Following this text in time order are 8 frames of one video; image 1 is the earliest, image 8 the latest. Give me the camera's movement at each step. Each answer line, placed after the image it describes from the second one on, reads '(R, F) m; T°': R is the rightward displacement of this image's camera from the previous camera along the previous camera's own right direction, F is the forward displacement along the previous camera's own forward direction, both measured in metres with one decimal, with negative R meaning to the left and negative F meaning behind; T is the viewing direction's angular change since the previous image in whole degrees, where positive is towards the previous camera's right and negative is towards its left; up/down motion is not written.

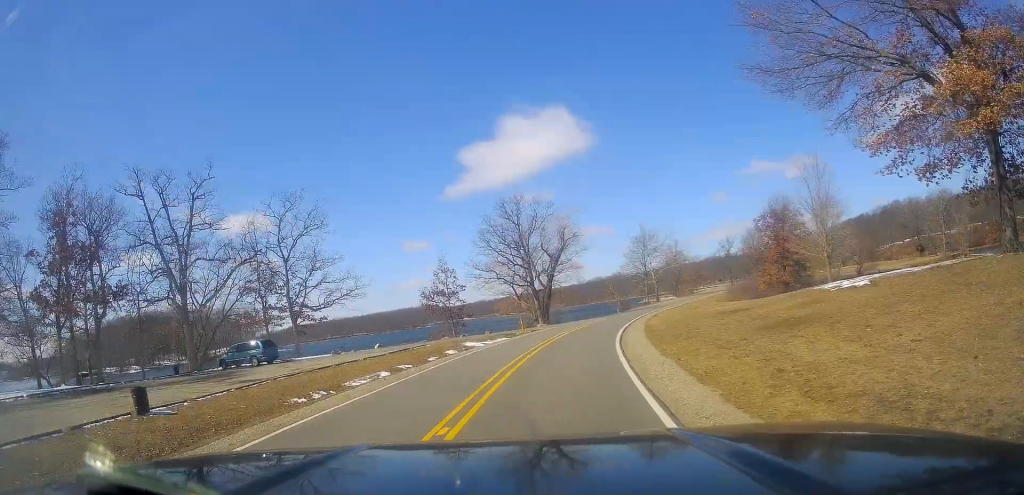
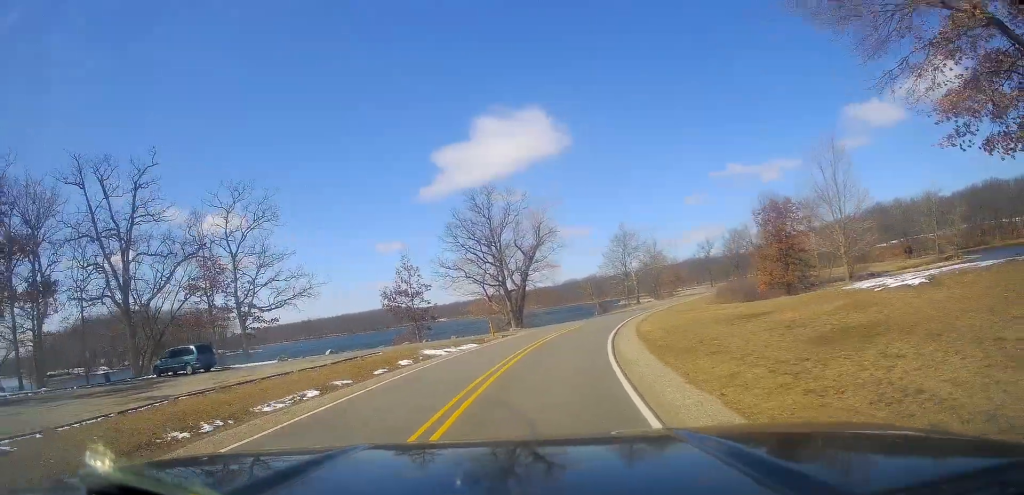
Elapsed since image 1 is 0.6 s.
(-0.1, +5.3) m; +1°
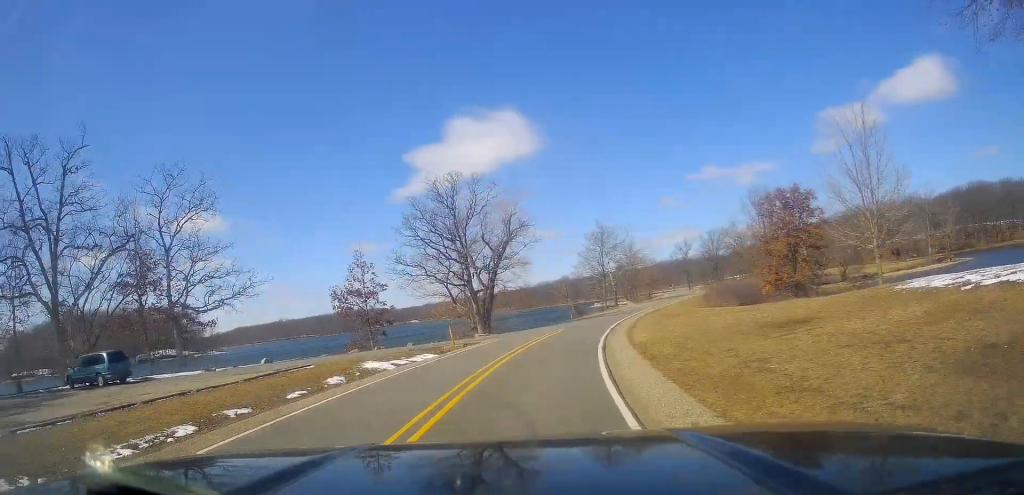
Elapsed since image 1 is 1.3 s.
(+0.2, +6.0) m; +4°
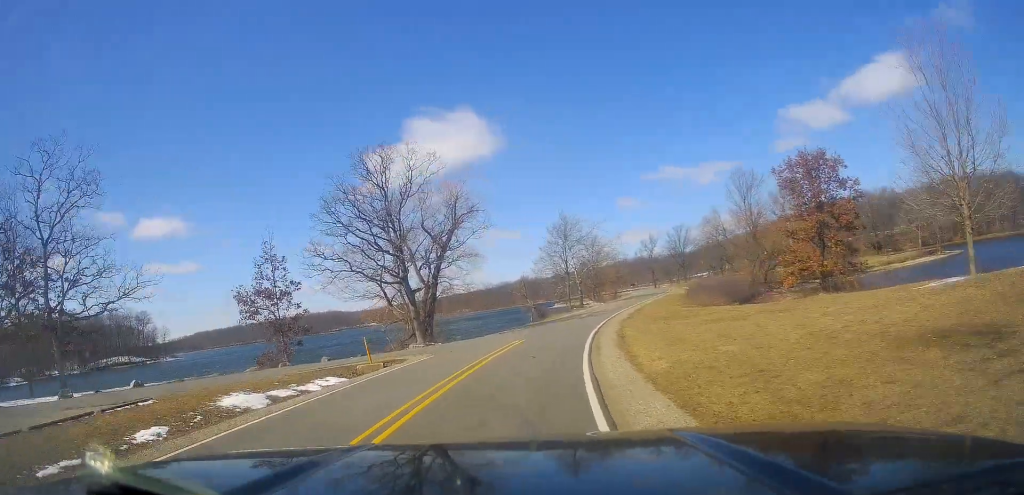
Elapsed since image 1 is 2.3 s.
(+0.4, +9.4) m; +4°
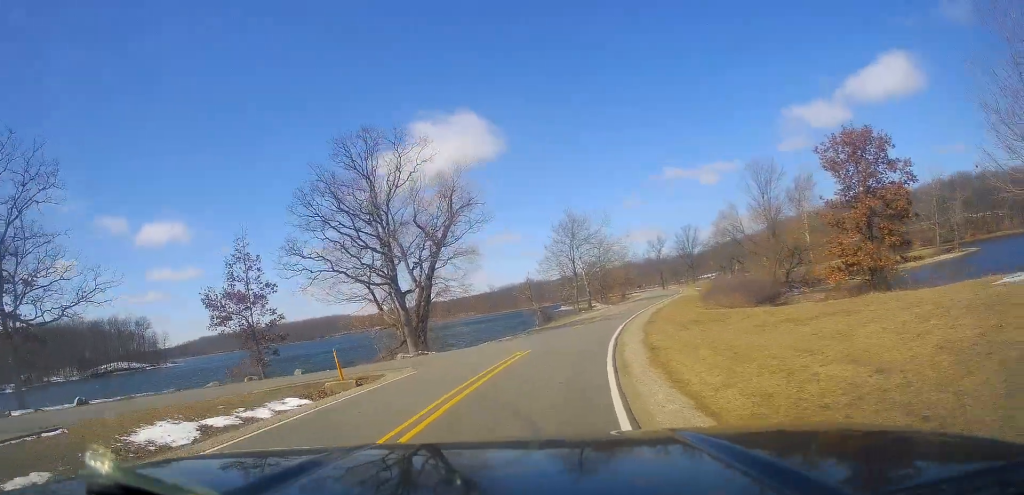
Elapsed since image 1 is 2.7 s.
(+0.1, +4.5) m; 0°
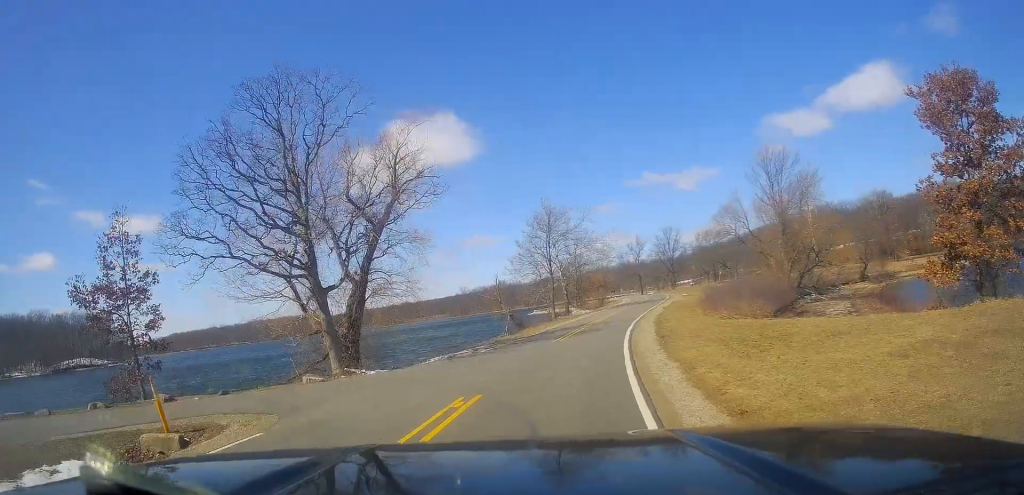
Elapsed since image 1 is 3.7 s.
(+0.1, +9.2) m; 0°
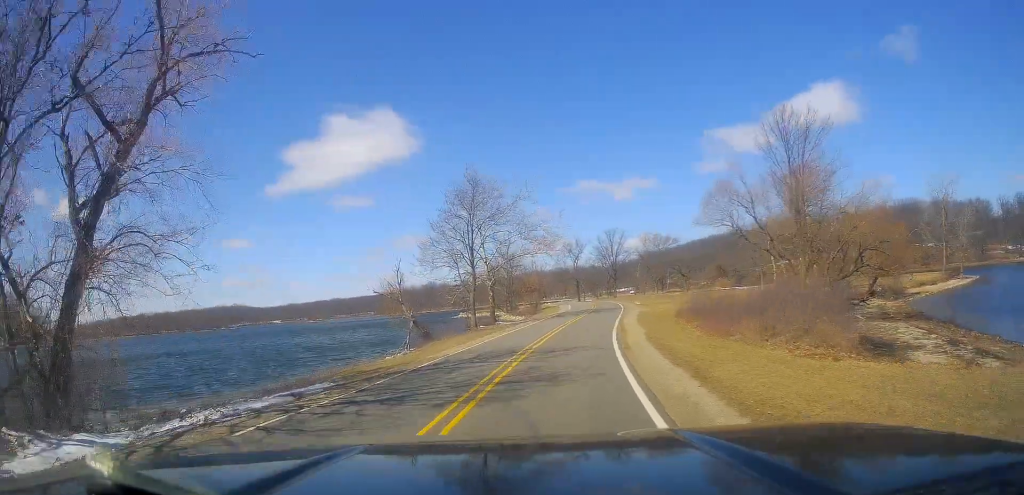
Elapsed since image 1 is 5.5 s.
(+0.7, +16.4) m; +8°
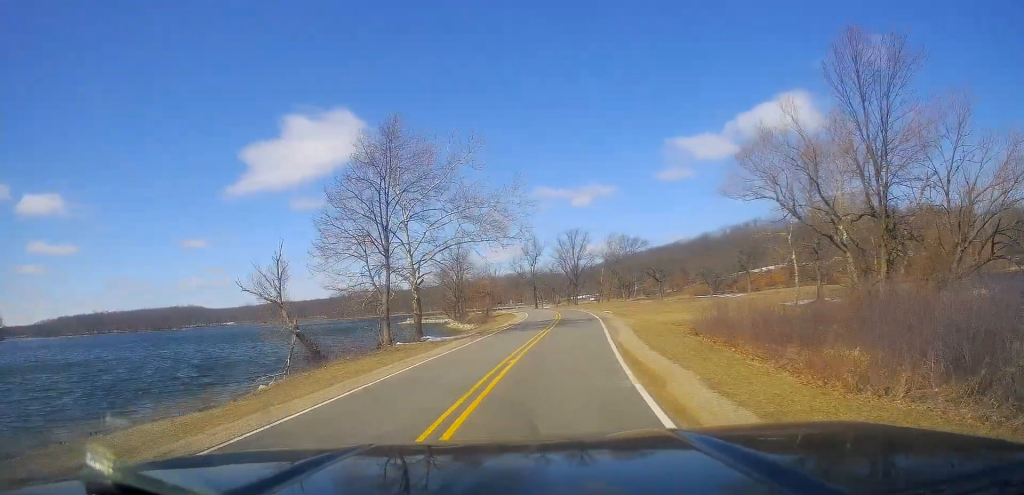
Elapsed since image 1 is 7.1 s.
(+0.8, +14.8) m; +6°
